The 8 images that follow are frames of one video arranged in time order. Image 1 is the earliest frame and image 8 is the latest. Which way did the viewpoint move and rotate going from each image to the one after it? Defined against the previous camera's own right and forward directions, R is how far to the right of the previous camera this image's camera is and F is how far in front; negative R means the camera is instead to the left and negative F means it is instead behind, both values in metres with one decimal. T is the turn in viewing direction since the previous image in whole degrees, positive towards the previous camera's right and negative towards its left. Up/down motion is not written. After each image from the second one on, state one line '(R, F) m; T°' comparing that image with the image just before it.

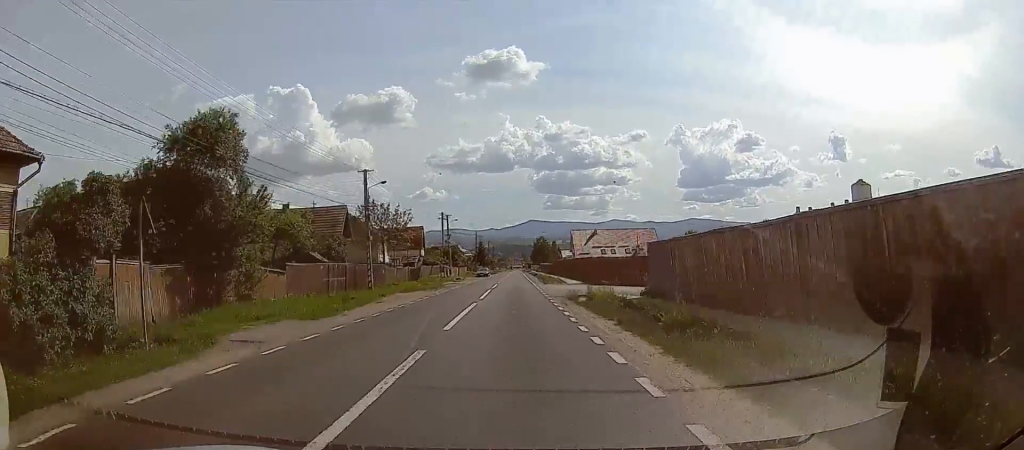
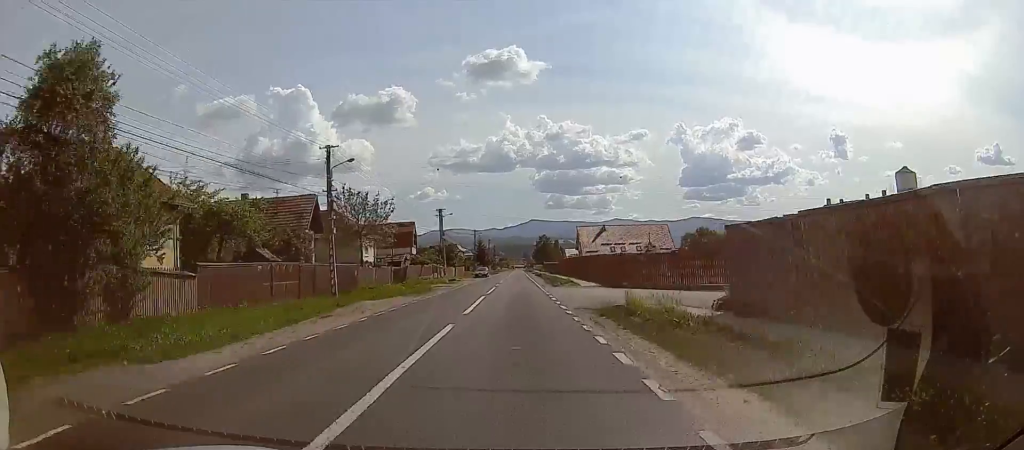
(0.0, +7.9) m; -1°
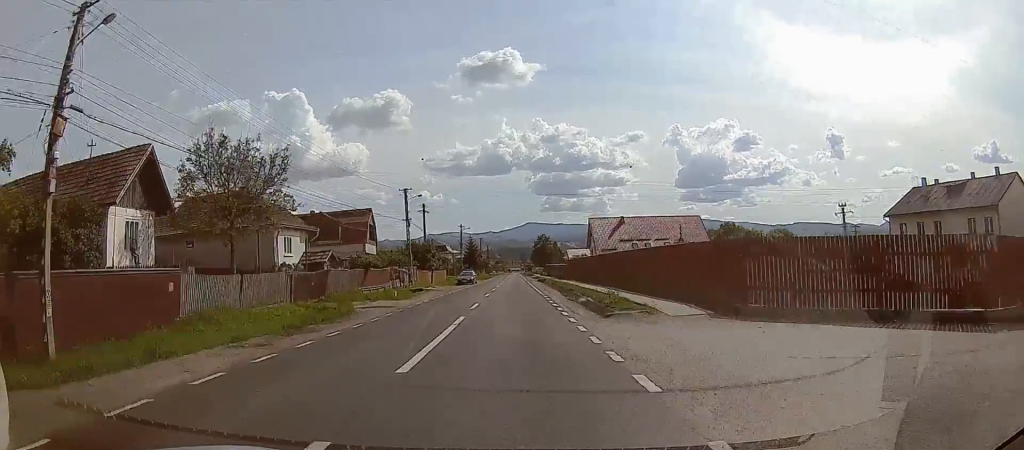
(-0.5, +19.8) m; 0°
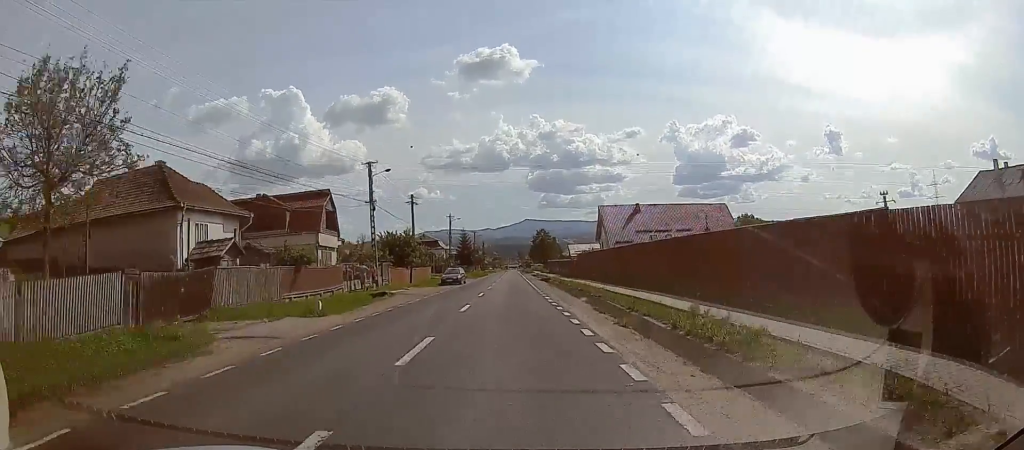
(+0.5, +11.3) m; +1°
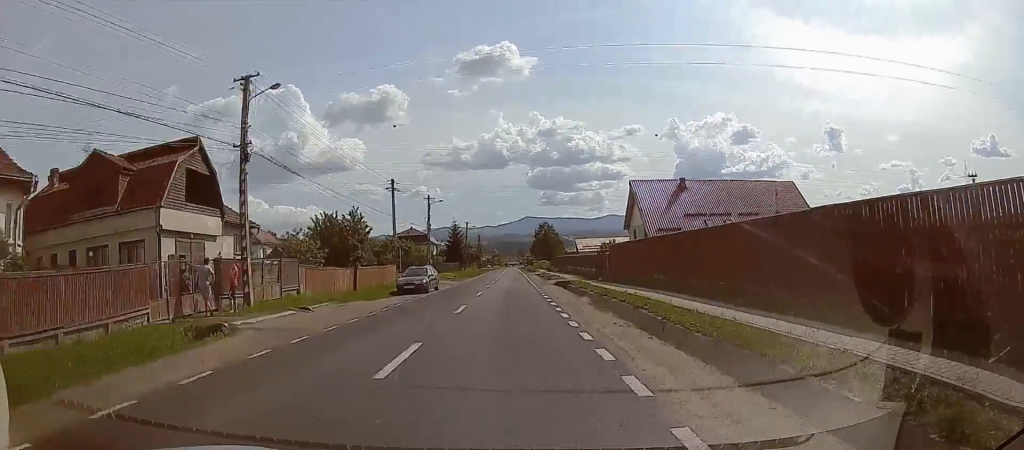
(-0.4, +17.9) m; -1°
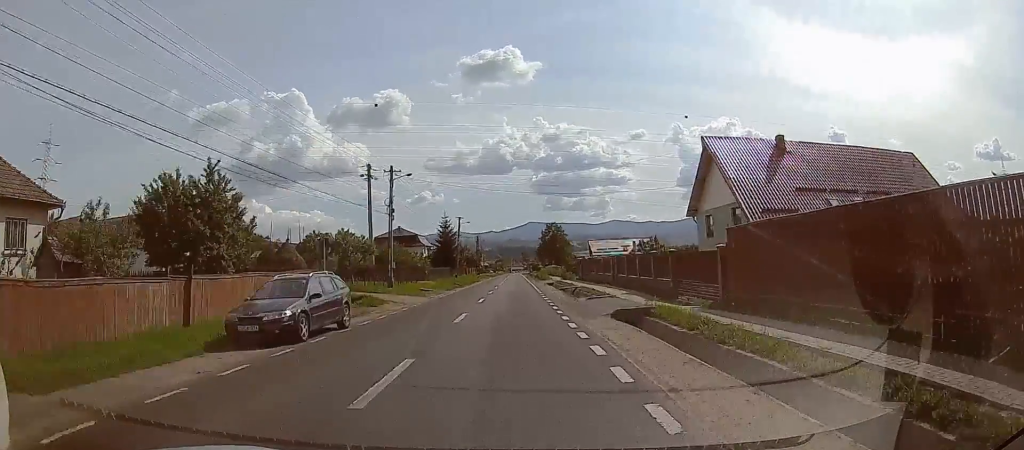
(0.0, +18.3) m; +1°
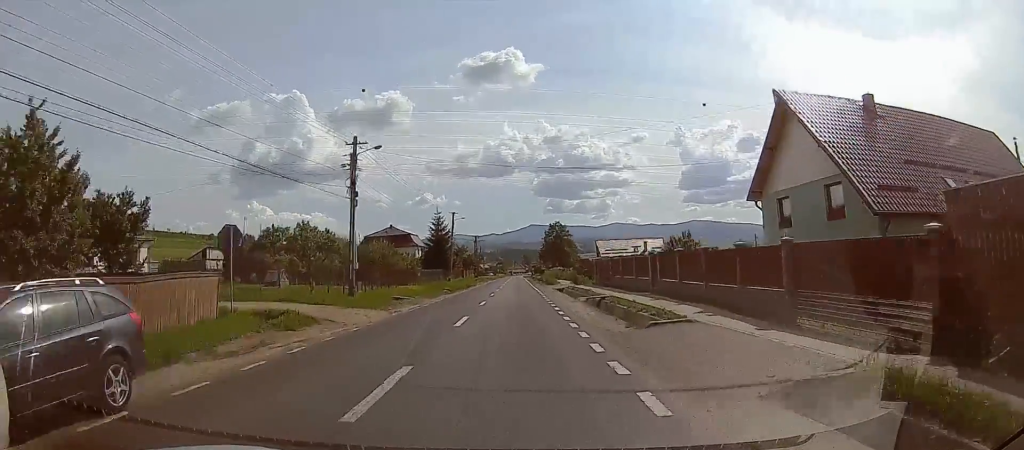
(+0.2, +9.3) m; -1°
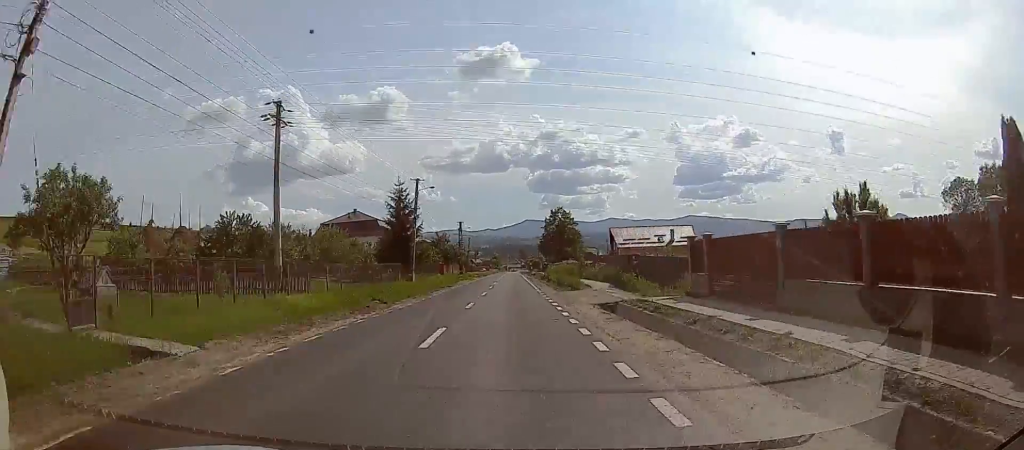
(-0.6, +22.7) m; +2°
